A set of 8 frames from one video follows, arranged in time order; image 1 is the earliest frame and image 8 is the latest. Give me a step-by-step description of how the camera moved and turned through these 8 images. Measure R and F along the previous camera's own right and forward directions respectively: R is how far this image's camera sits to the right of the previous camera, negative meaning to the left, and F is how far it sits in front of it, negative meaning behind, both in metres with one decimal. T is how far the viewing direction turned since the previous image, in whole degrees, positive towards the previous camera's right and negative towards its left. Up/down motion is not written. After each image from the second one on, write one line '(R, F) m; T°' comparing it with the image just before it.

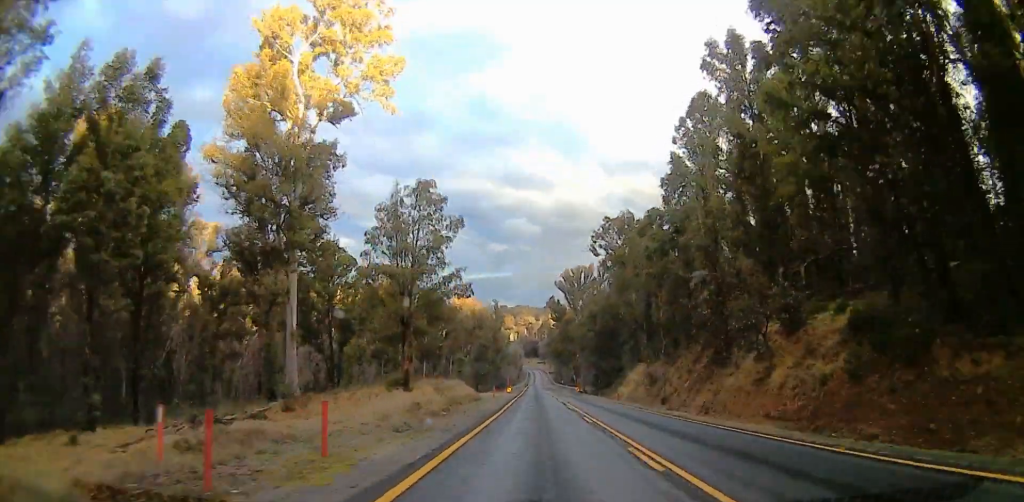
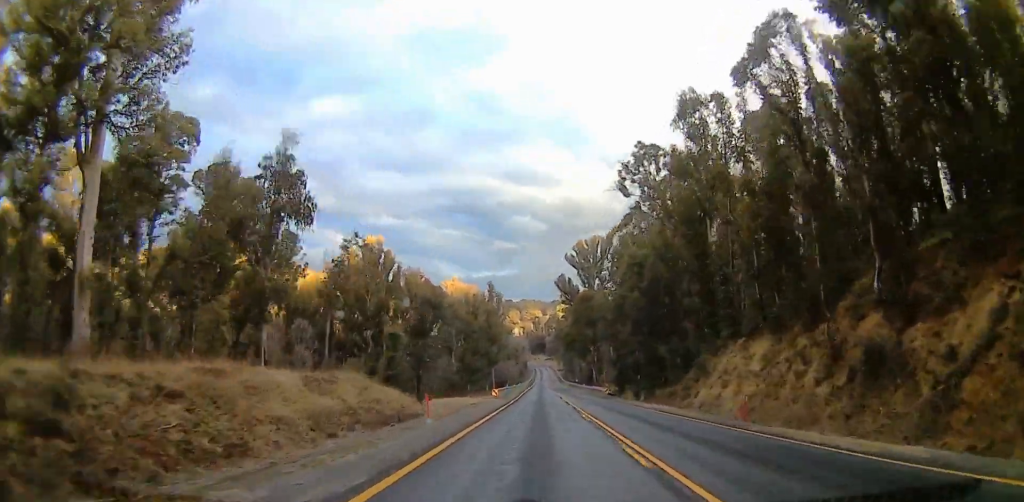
(-0.1, +37.1) m; -3°
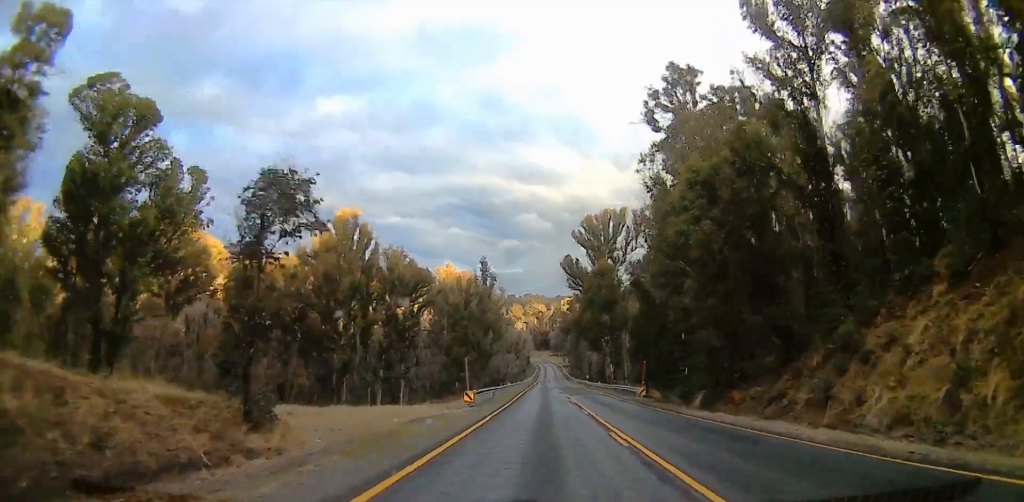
(-0.8, +21.2) m; 0°
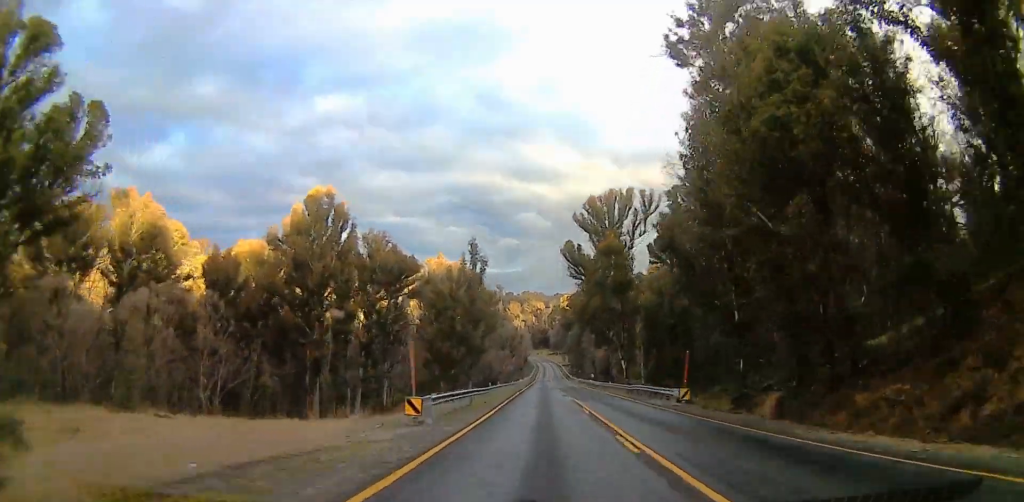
(-0.1, +13.2) m; 0°
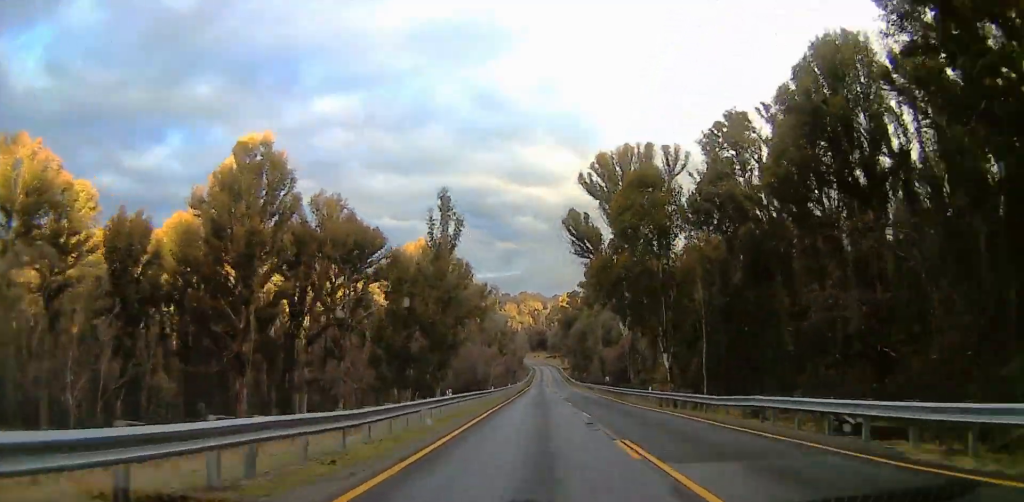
(+1.1, +25.7) m; 0°
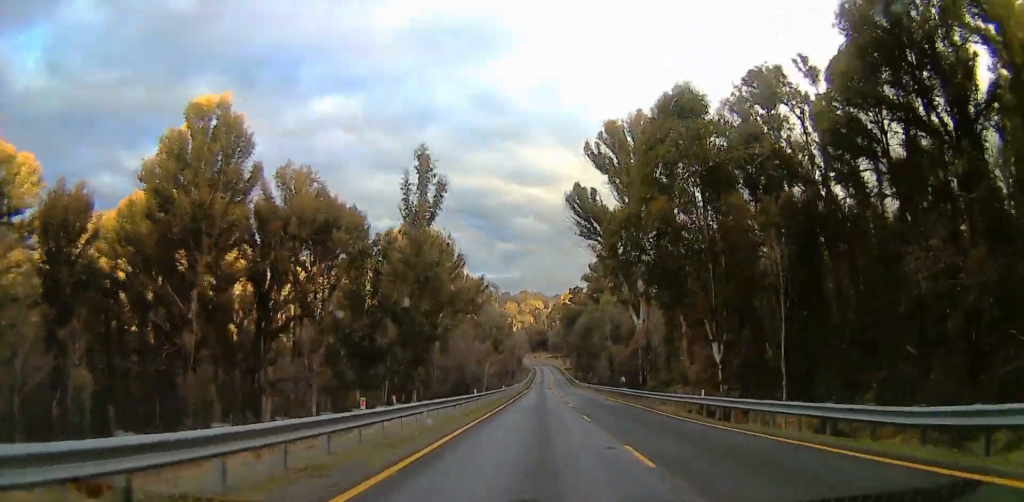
(-0.9, +13.4) m; 0°
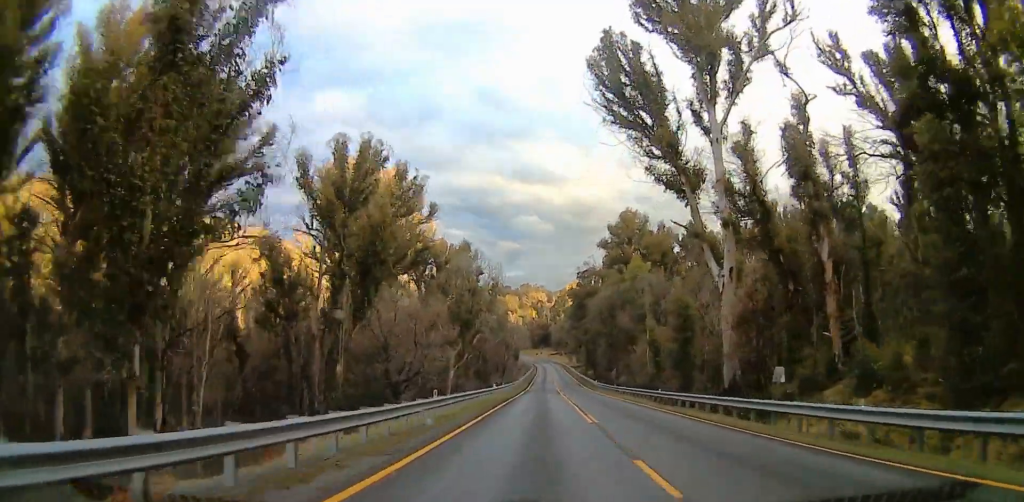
(+1.3, +38.4) m; +2°
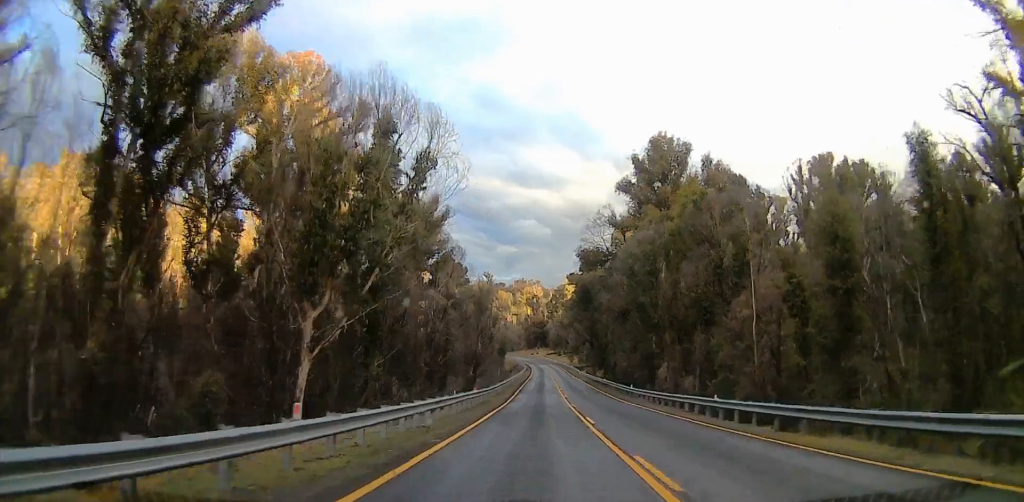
(-1.0, +35.4) m; 0°
